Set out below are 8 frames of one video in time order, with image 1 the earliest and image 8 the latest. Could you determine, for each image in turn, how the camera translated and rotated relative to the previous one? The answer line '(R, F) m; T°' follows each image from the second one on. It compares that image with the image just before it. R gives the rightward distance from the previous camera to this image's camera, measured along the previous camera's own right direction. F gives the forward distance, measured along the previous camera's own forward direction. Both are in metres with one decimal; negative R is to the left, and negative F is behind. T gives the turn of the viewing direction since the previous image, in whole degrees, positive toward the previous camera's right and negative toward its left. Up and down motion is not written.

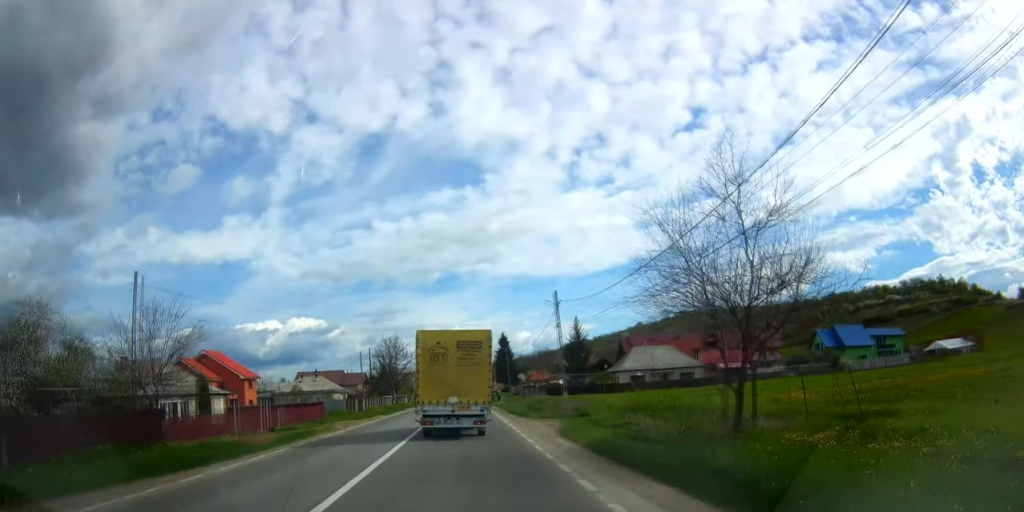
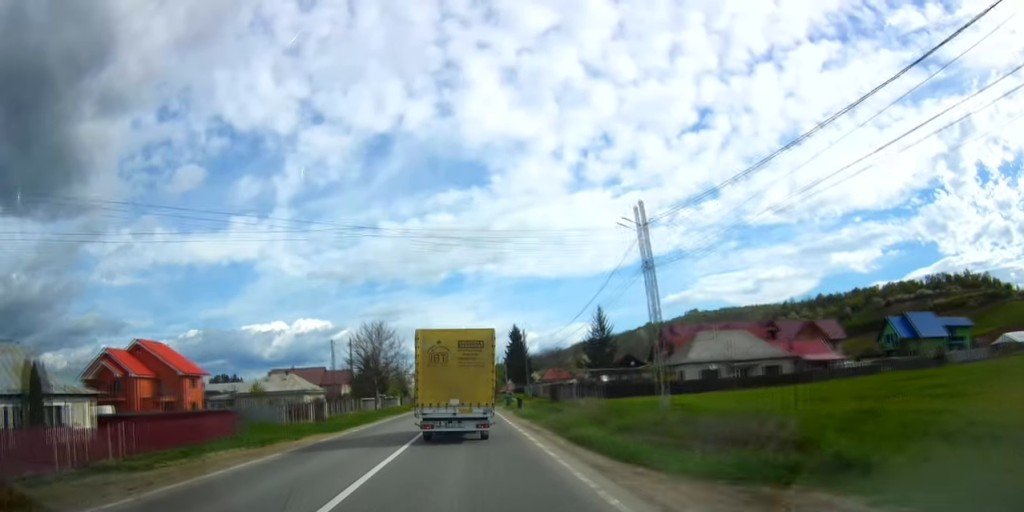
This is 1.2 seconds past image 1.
(-0.9, +21.5) m; -4°
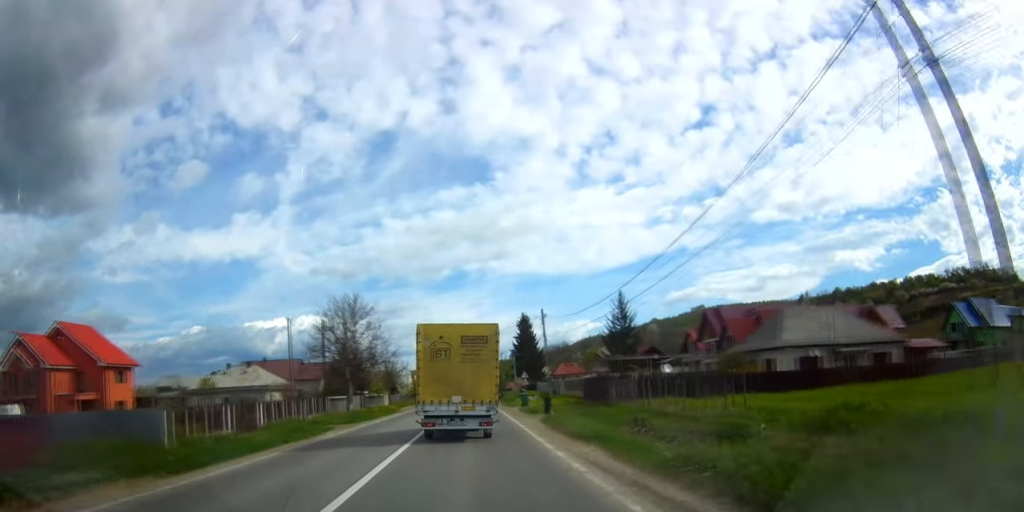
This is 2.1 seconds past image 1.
(-0.2, +17.0) m; 0°
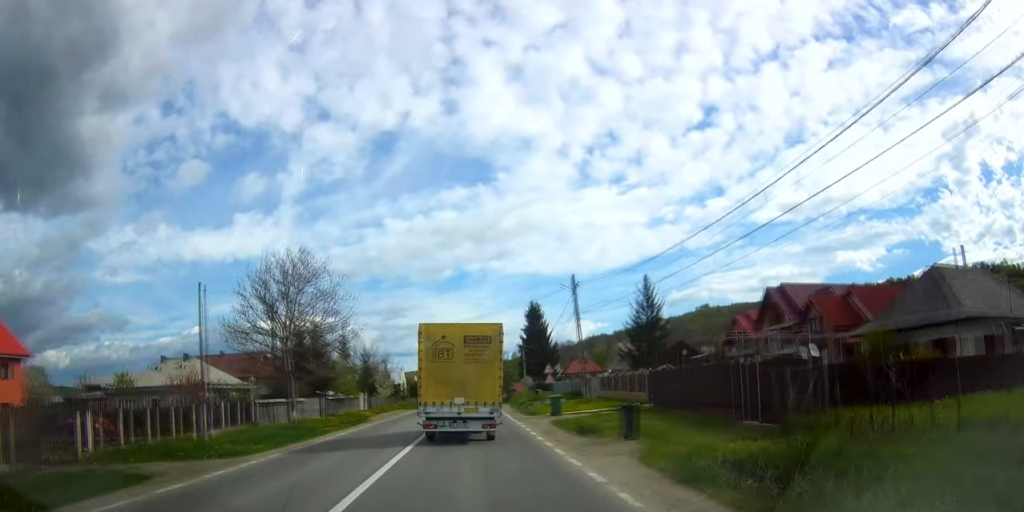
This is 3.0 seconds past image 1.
(+0.3, +17.5) m; -1°
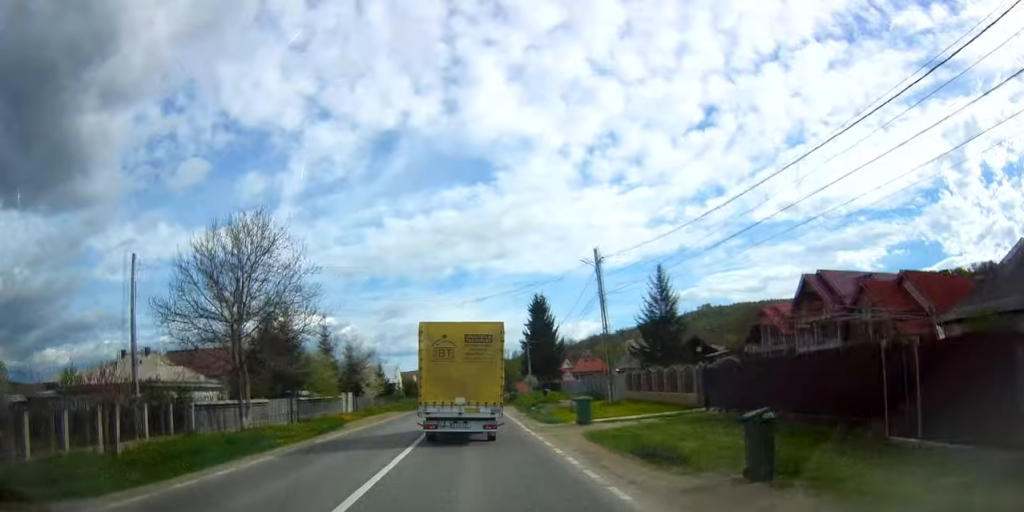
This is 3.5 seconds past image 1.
(0.0, +7.9) m; -1°
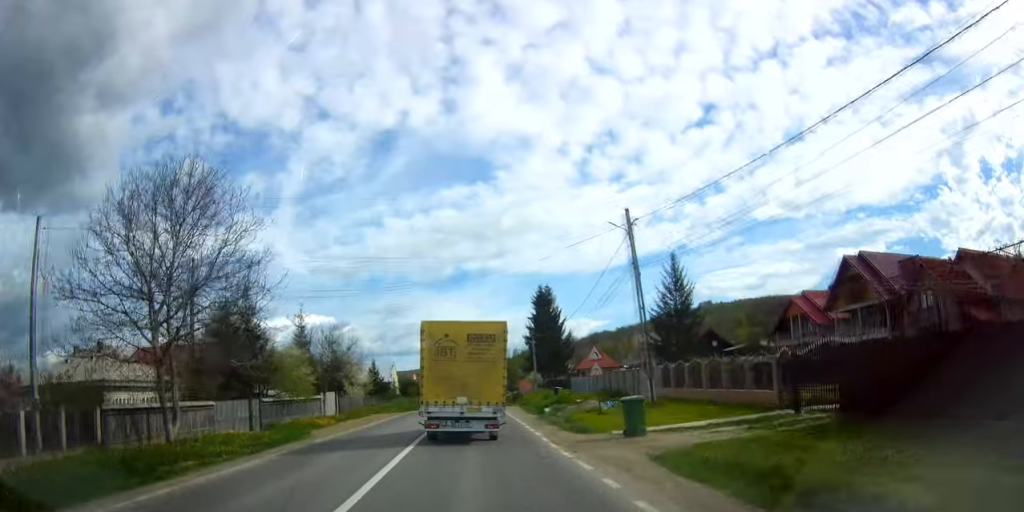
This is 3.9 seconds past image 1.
(-0.3, +7.2) m; 0°
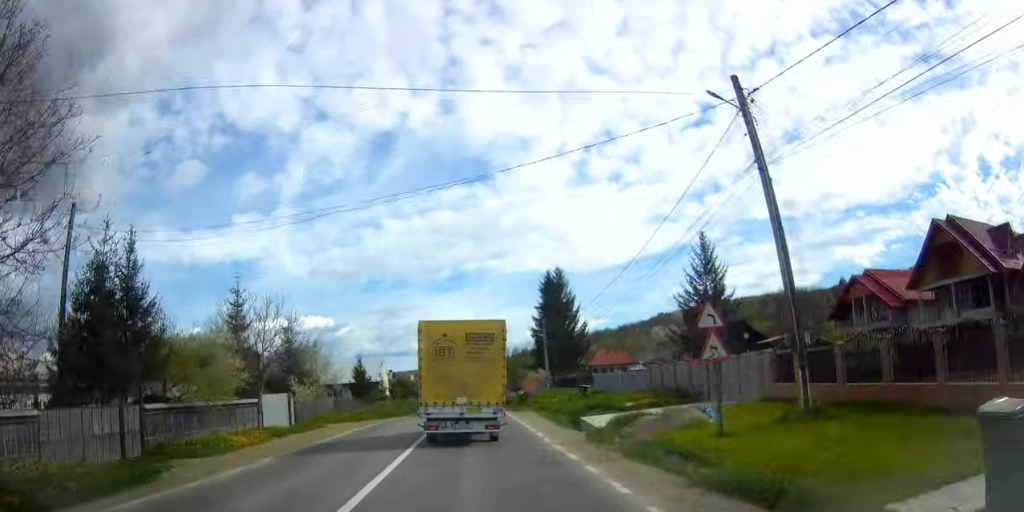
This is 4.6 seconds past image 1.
(-0.1, +12.8) m; 0°
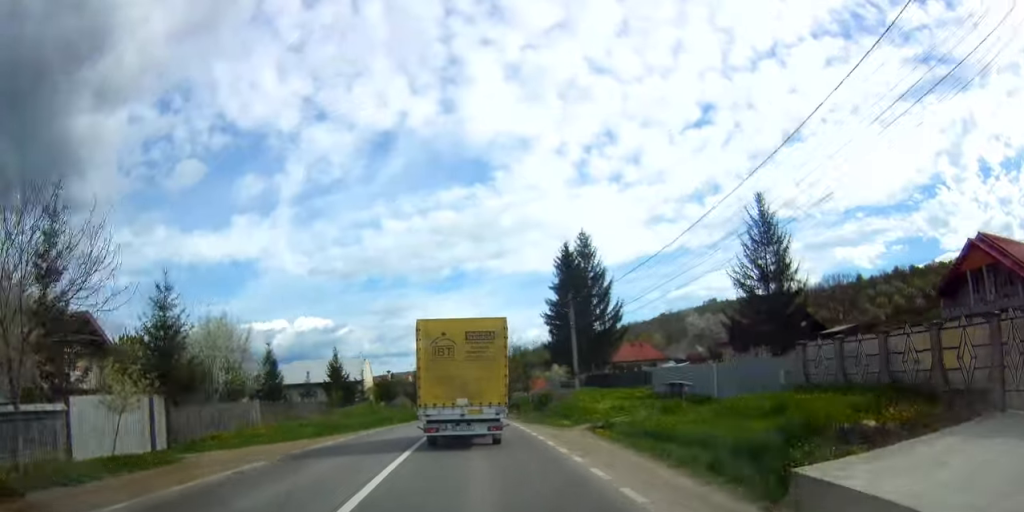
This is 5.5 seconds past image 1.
(+0.2, +16.3) m; 0°
